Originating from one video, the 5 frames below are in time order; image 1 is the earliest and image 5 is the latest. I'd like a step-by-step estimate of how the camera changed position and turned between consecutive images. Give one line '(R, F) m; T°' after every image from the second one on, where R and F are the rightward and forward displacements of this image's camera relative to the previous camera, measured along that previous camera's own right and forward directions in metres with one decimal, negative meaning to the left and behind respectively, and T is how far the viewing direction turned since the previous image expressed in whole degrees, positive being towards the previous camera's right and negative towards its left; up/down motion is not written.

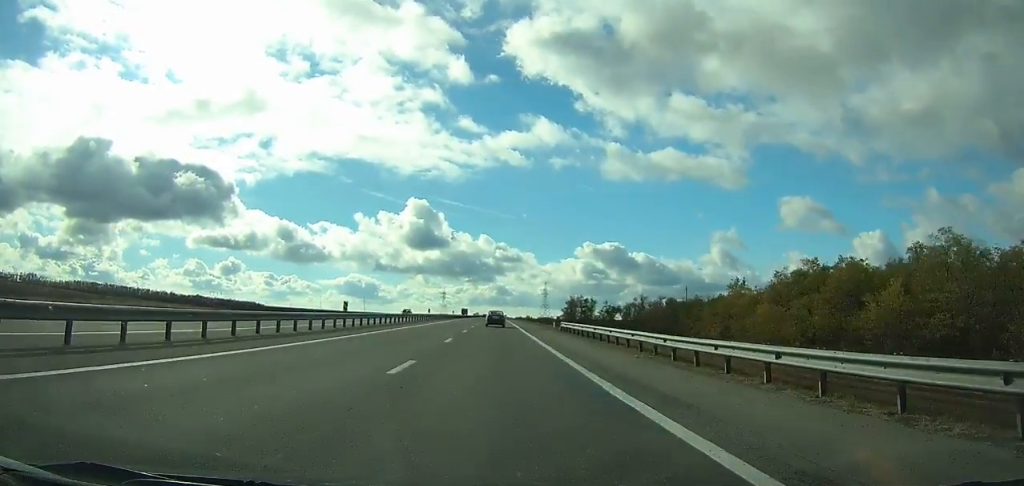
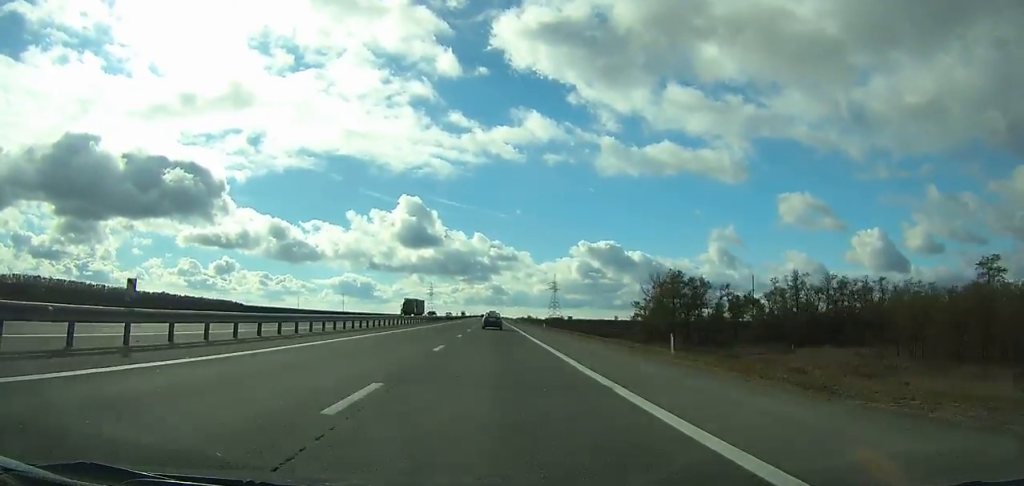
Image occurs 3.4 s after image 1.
(+0.2, +99.4) m; 0°
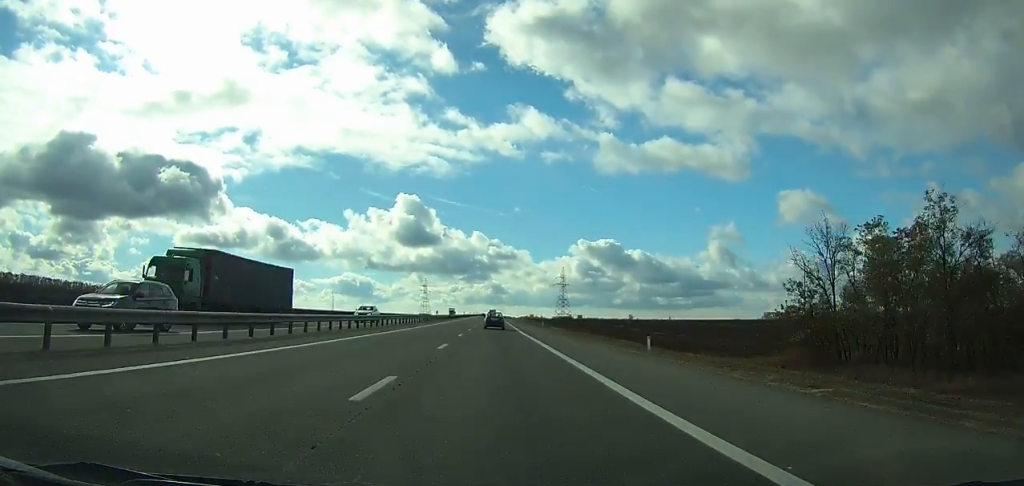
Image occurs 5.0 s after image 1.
(0.0, +46.5) m; 0°
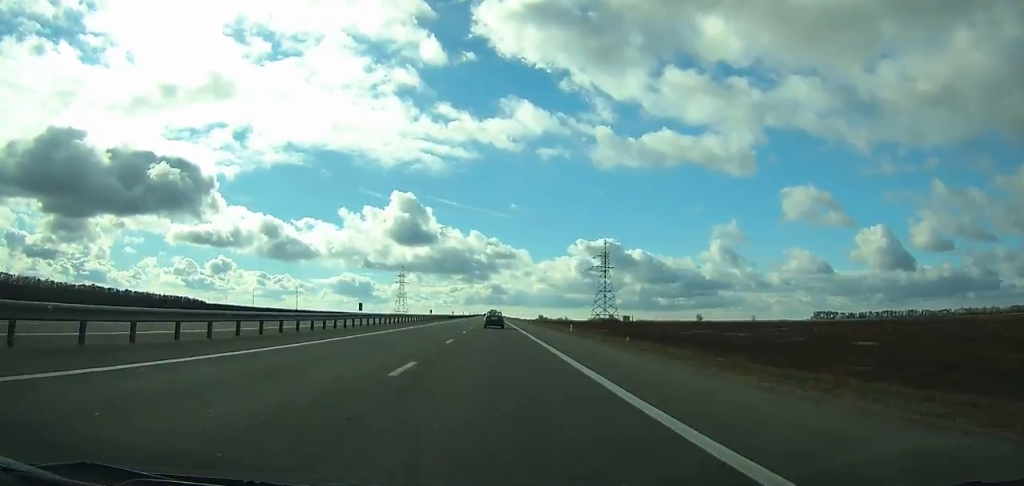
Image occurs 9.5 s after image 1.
(-0.5, +129.4) m; 0°
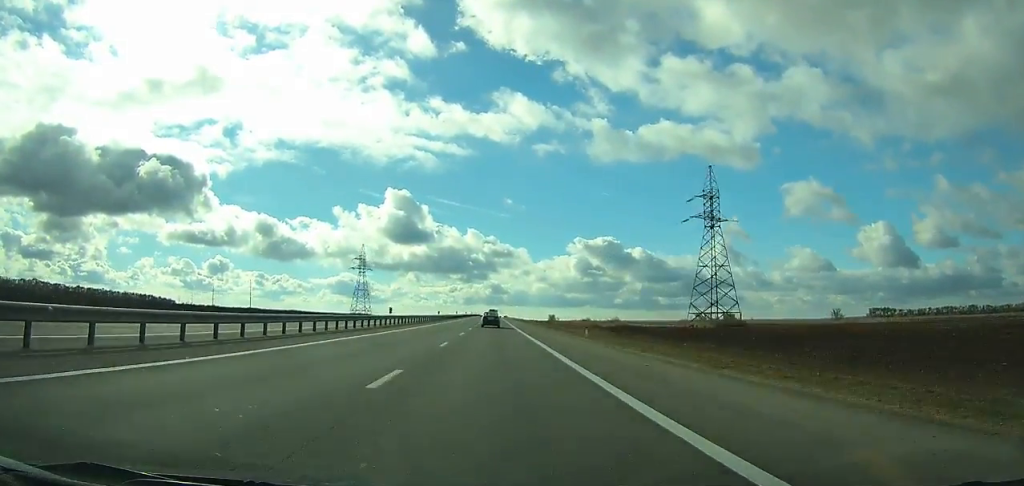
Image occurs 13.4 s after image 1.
(+0.3, +110.3) m; 0°
